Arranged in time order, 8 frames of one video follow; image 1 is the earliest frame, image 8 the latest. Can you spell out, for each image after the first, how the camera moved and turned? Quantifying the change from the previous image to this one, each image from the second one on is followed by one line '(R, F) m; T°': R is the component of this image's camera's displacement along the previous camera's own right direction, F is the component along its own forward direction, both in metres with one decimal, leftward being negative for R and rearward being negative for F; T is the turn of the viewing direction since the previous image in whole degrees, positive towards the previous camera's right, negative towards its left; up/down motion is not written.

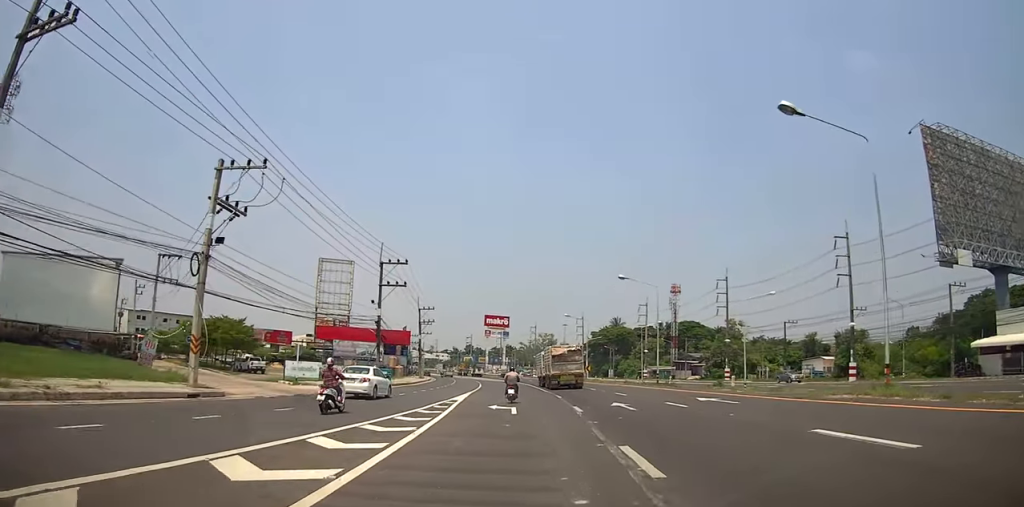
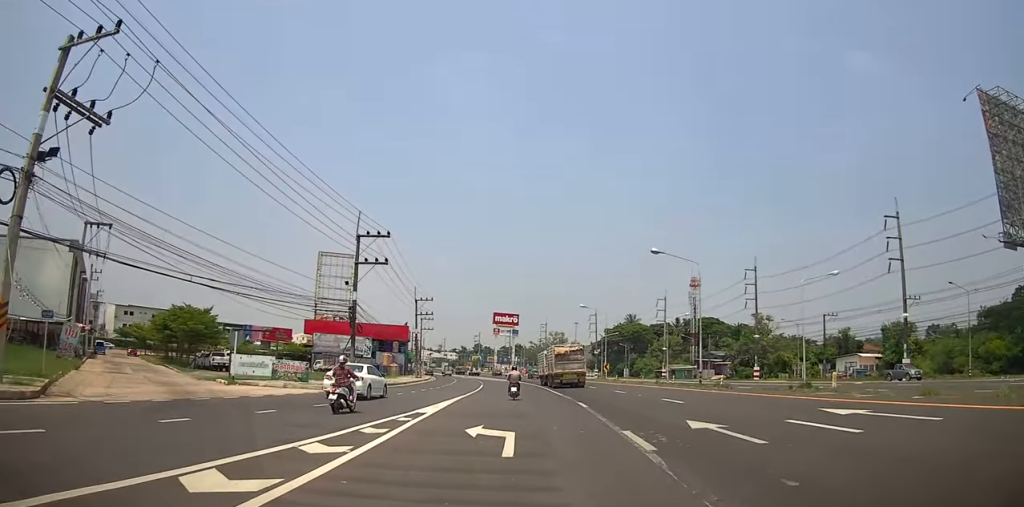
(-0.5, +9.7) m; -2°
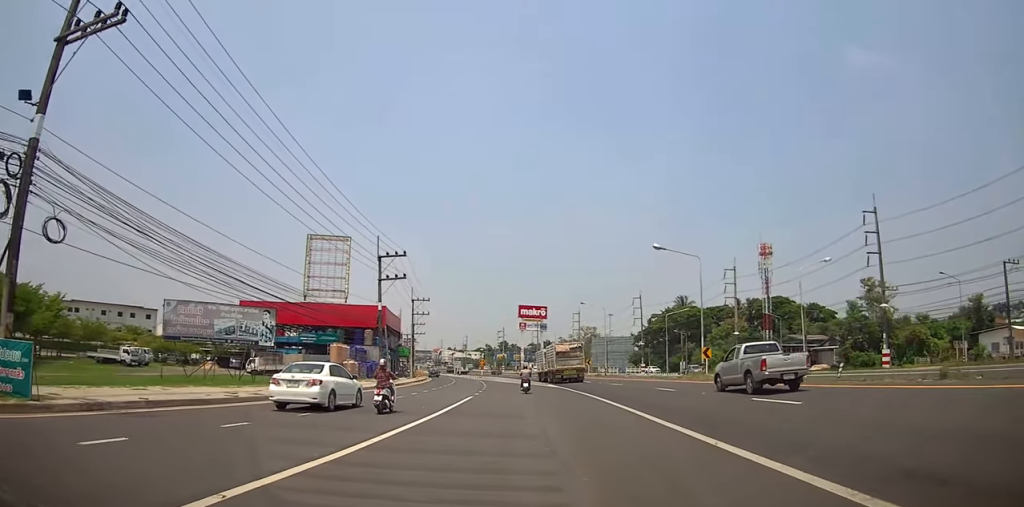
(+0.9, +31.4) m; +2°
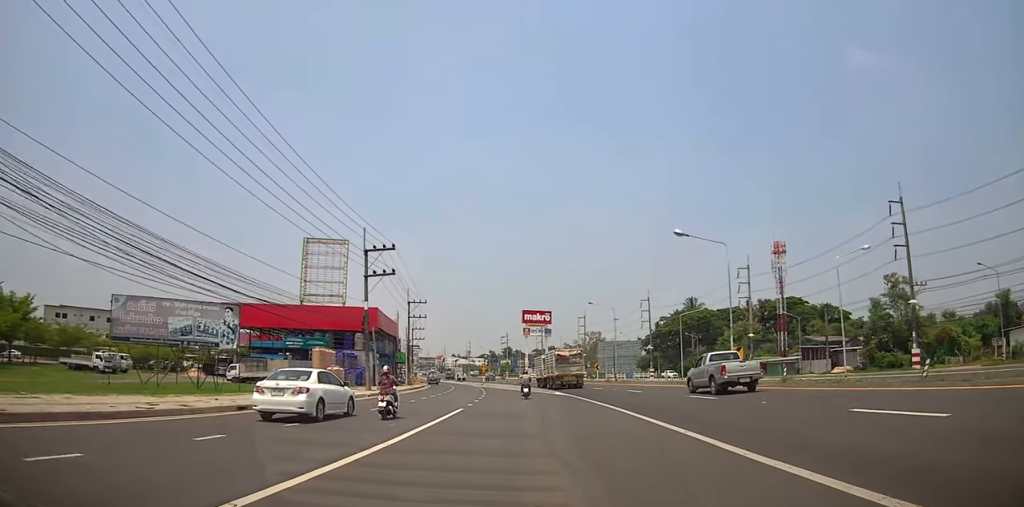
(0.0, +5.2) m; -1°
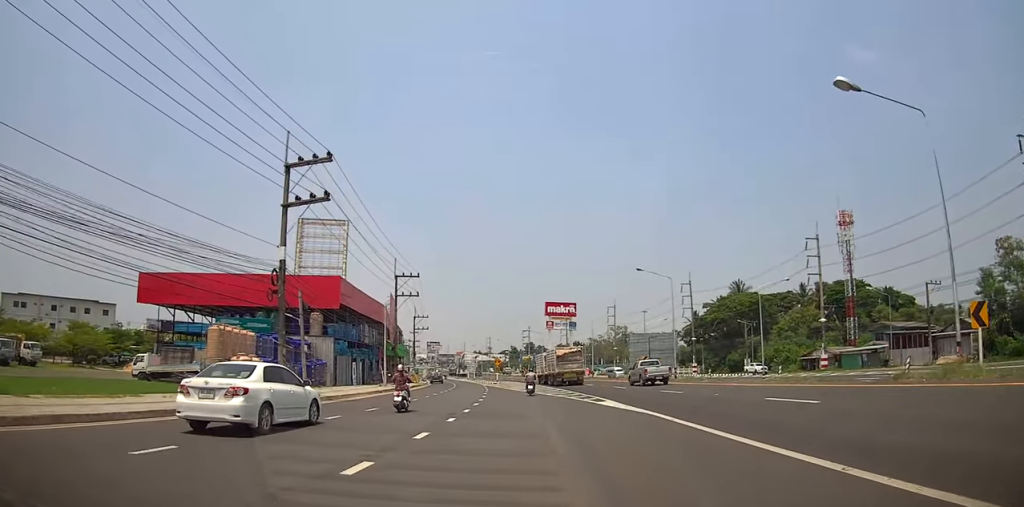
(-1.3, +18.9) m; -4°
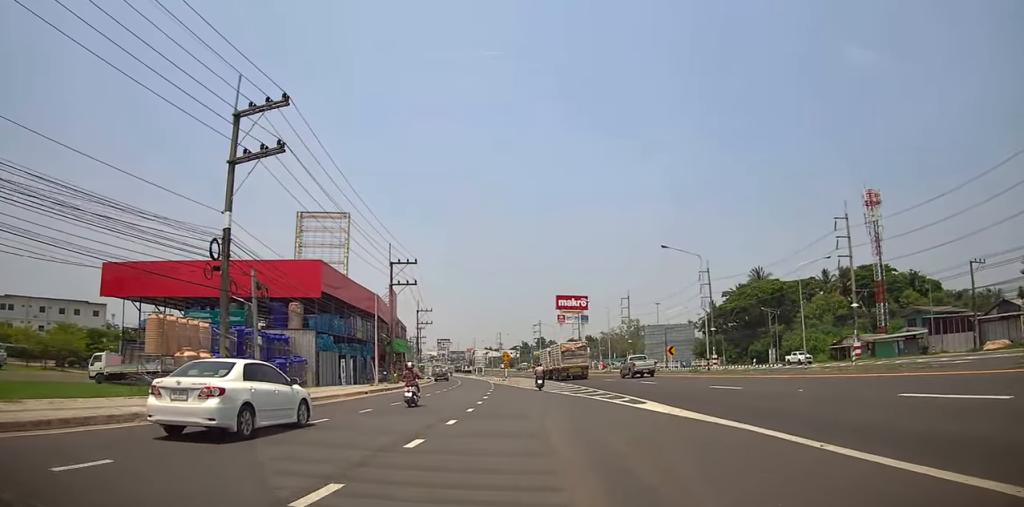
(0.0, +6.3) m; 0°
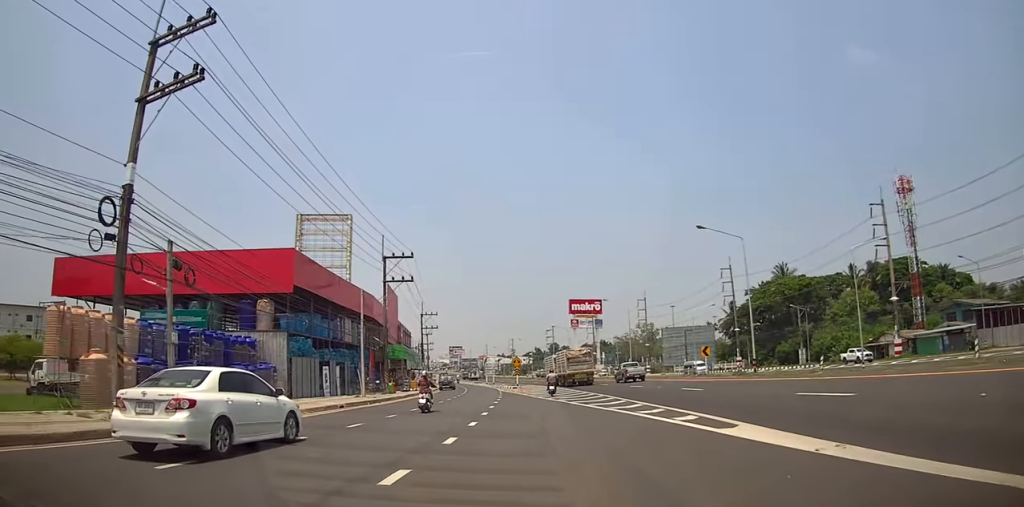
(+0.1, +6.8) m; +1°
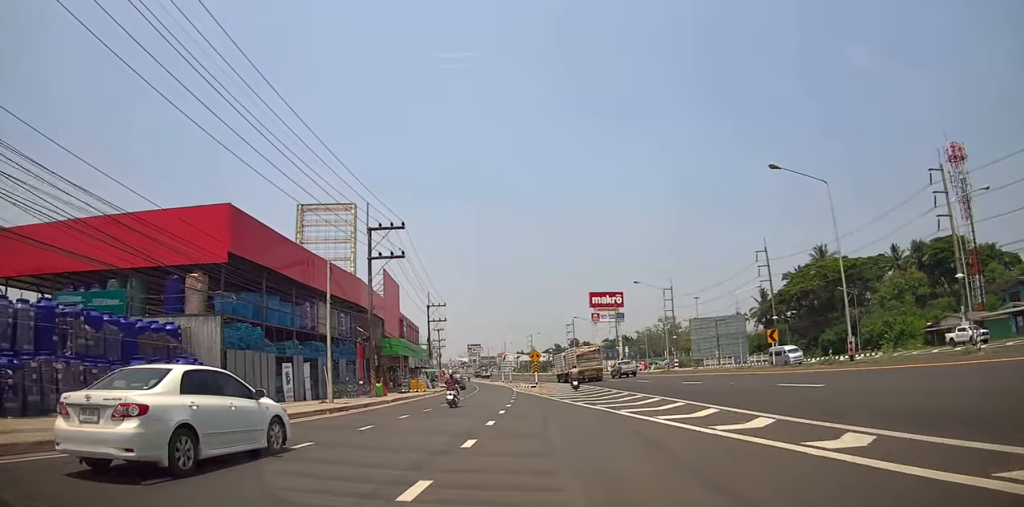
(+0.1, +9.4) m; -4°
